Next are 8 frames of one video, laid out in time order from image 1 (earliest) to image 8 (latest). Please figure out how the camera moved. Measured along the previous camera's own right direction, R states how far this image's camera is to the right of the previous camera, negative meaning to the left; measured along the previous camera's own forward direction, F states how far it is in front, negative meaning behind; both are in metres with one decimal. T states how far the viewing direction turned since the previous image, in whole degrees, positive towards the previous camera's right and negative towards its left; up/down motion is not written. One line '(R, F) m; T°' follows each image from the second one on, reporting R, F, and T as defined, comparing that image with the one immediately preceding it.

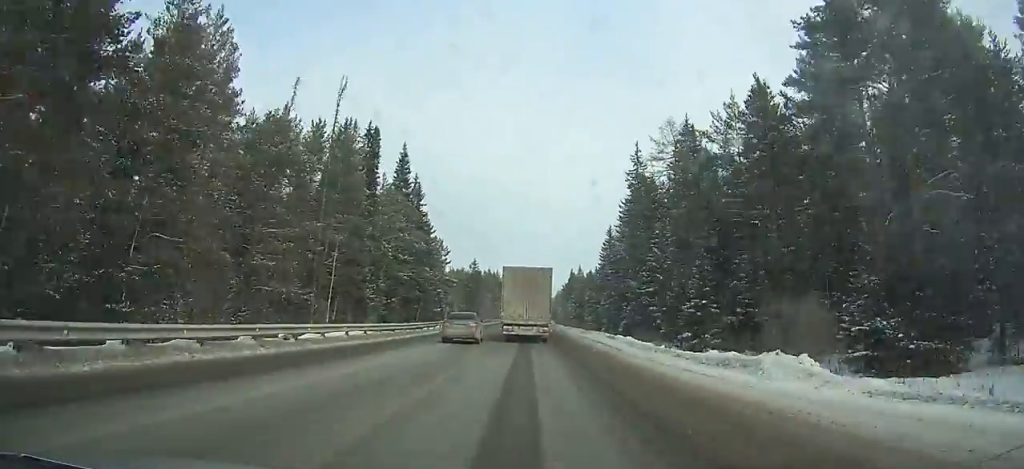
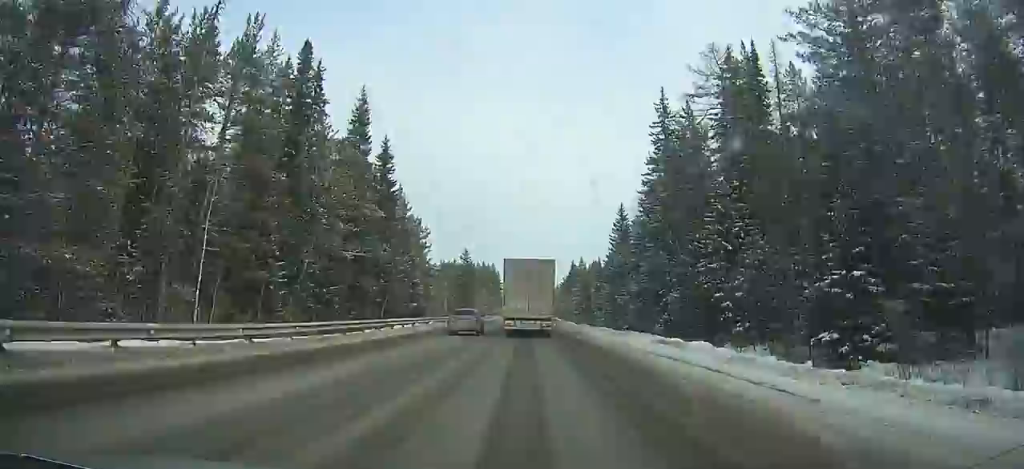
(0.0, +20.8) m; 0°
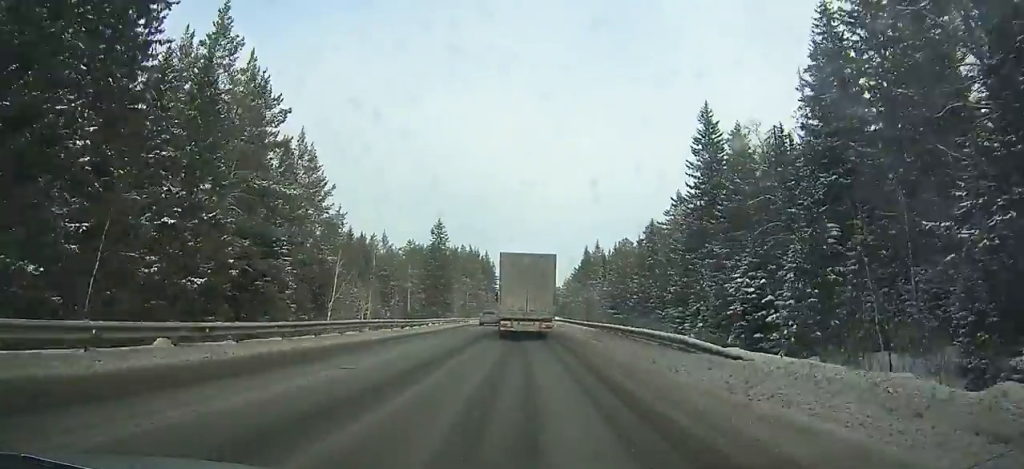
(-0.3, +56.3) m; -1°
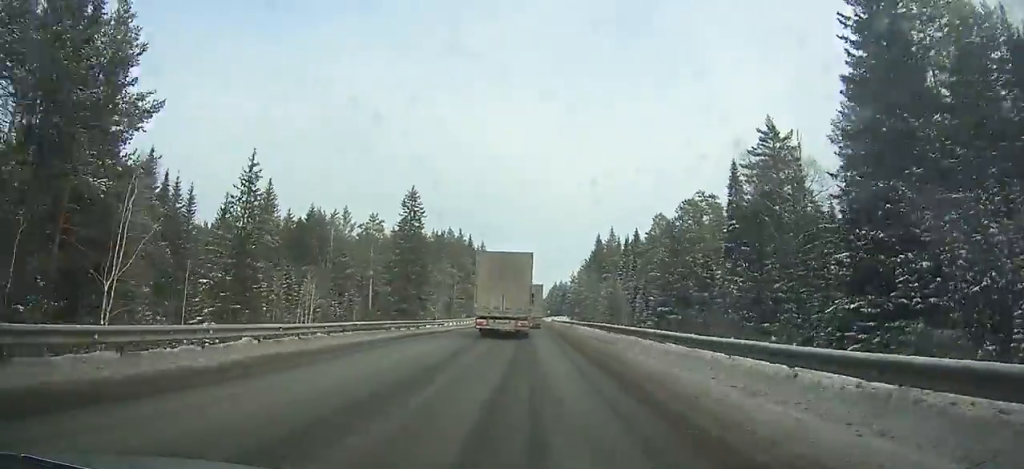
(-0.1, +31.8) m; 0°
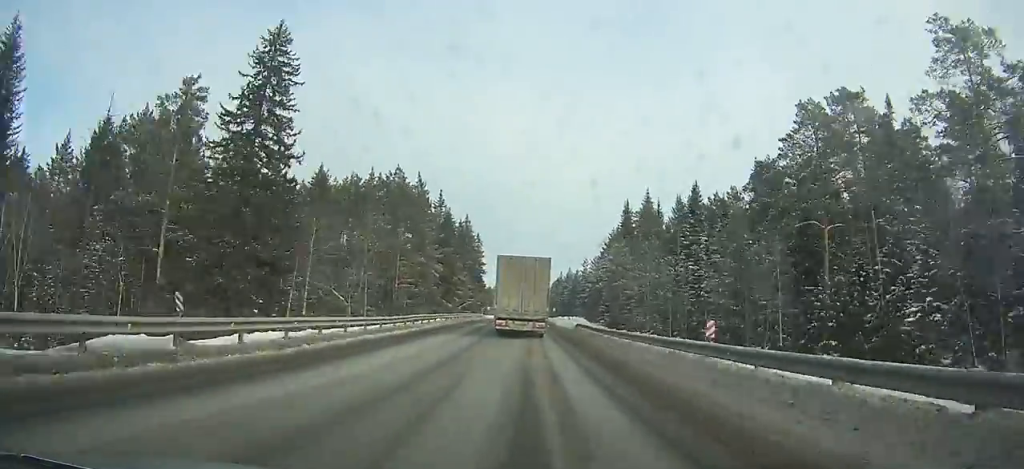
(+0.2, +55.0) m; +1°
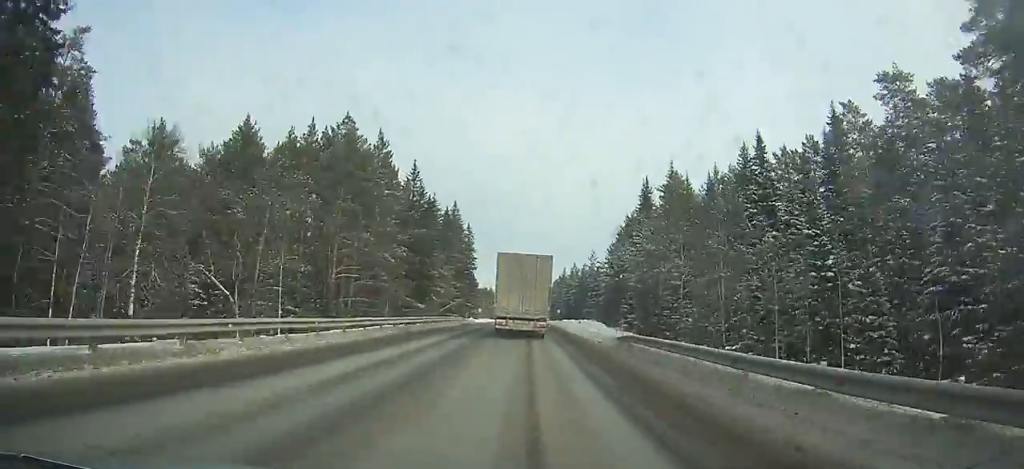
(+0.1, +23.4) m; 0°
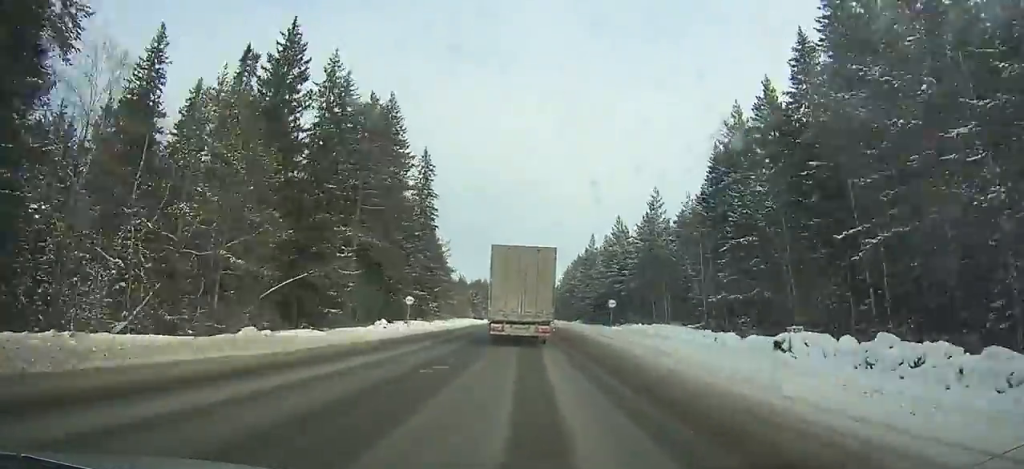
(-0.7, +68.9) m; -1°
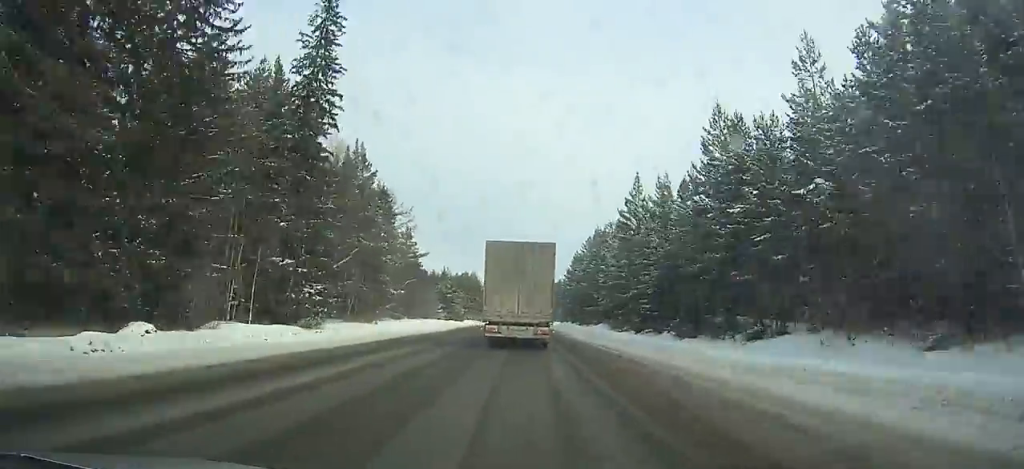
(+0.2, +44.5) m; +1°
